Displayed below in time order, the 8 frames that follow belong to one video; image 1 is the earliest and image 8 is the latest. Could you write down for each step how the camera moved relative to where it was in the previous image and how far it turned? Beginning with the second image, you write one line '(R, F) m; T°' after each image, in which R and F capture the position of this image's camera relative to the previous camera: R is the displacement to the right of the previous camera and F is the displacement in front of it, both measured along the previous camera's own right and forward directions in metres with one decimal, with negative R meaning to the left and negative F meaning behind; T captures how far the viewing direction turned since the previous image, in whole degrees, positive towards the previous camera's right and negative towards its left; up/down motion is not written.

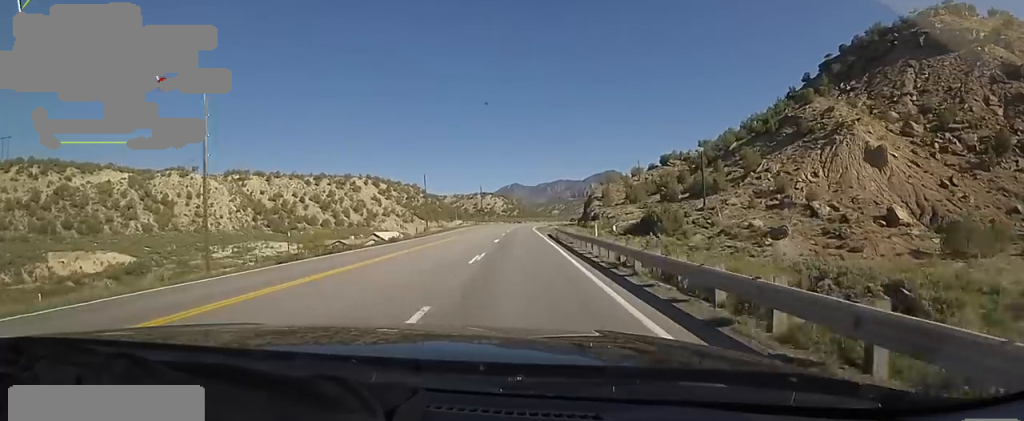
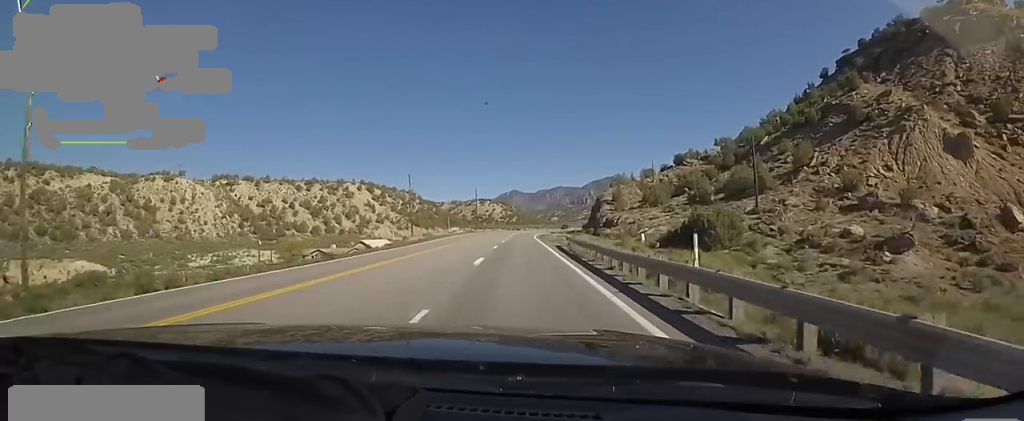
(0.0, +12.2) m; +1°
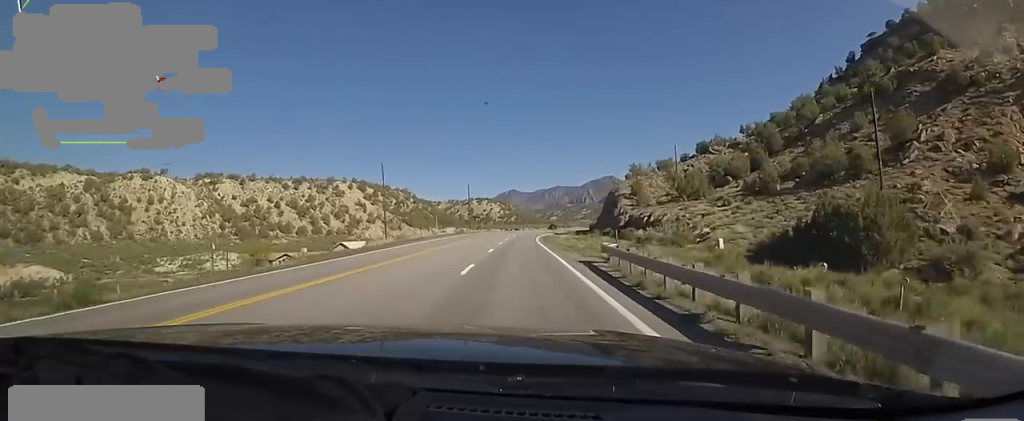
(-0.1, +15.4) m; +1°
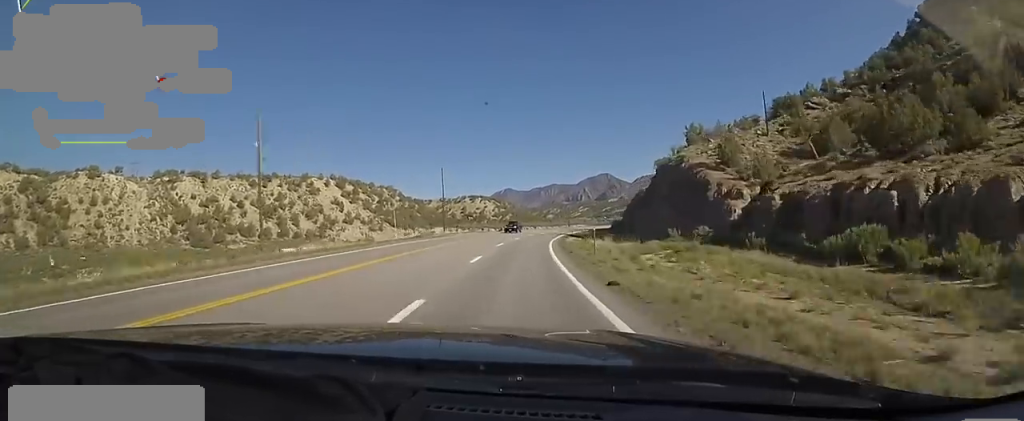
(+0.5, +32.2) m; 0°
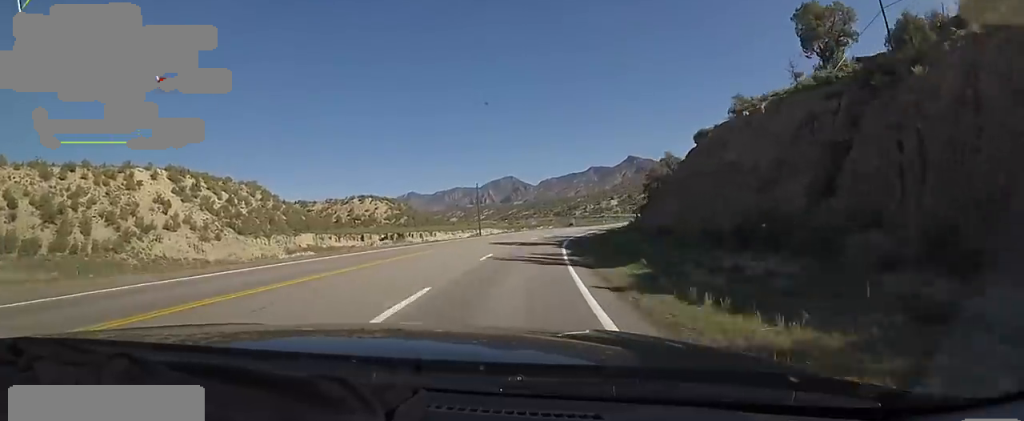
(+3.7, +70.2) m; +12°
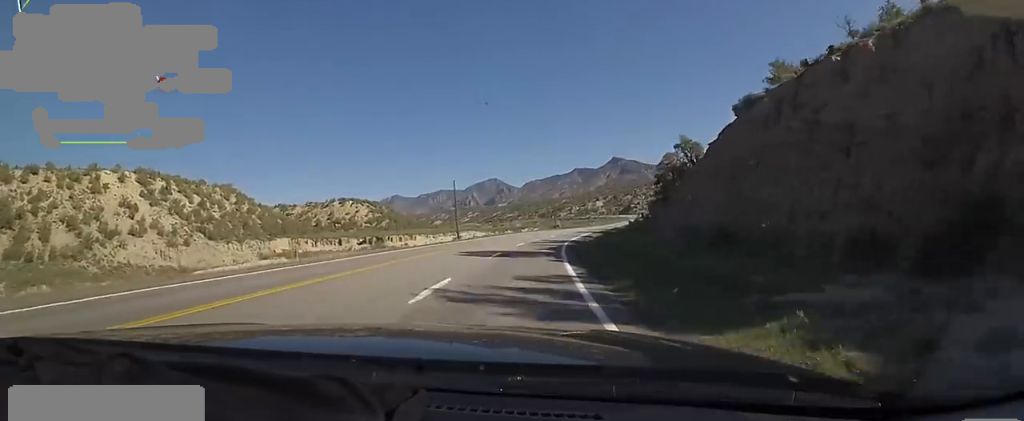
(+0.7, +9.5) m; +3°
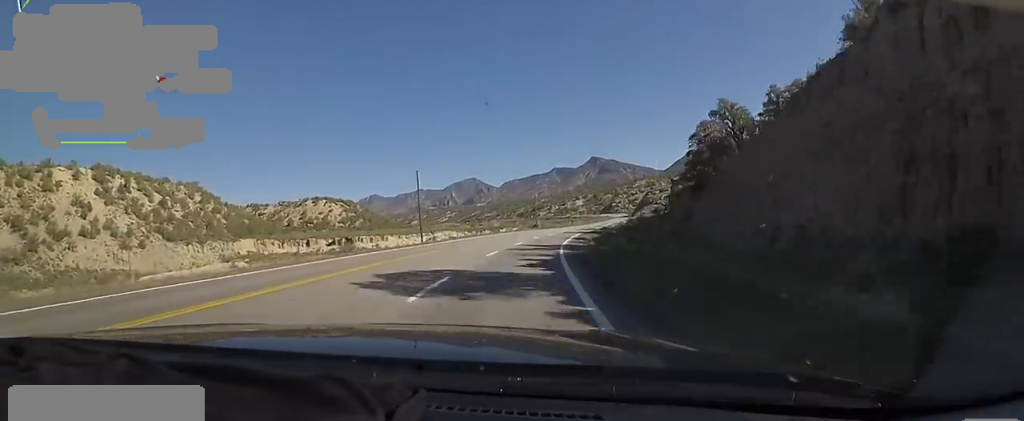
(+0.4, +11.9) m; +3°
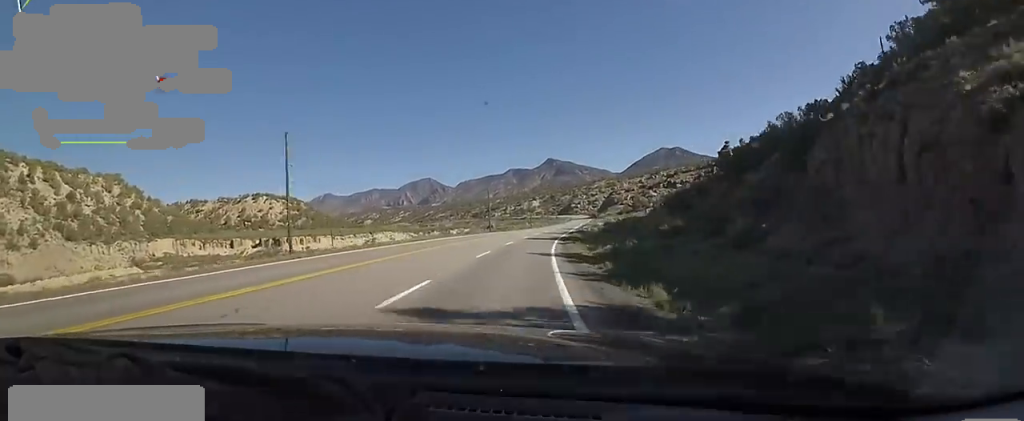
(+0.5, +24.8) m; +4°
